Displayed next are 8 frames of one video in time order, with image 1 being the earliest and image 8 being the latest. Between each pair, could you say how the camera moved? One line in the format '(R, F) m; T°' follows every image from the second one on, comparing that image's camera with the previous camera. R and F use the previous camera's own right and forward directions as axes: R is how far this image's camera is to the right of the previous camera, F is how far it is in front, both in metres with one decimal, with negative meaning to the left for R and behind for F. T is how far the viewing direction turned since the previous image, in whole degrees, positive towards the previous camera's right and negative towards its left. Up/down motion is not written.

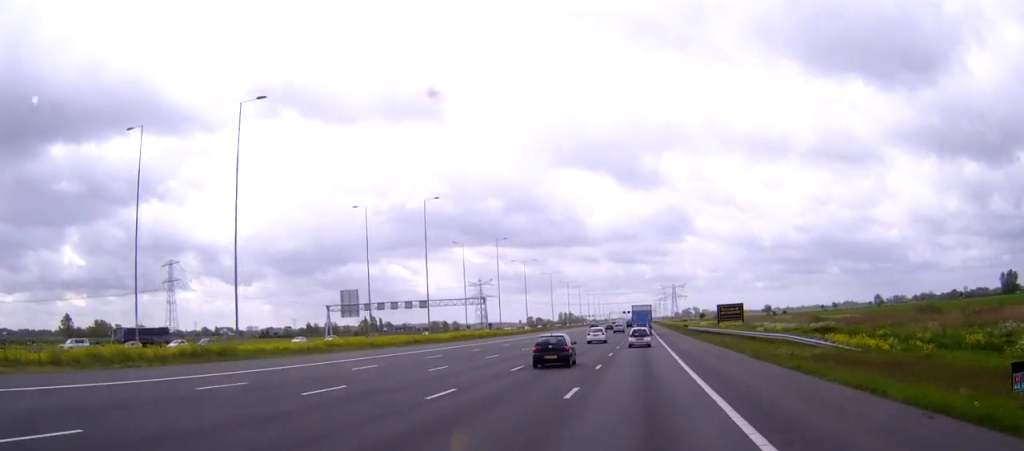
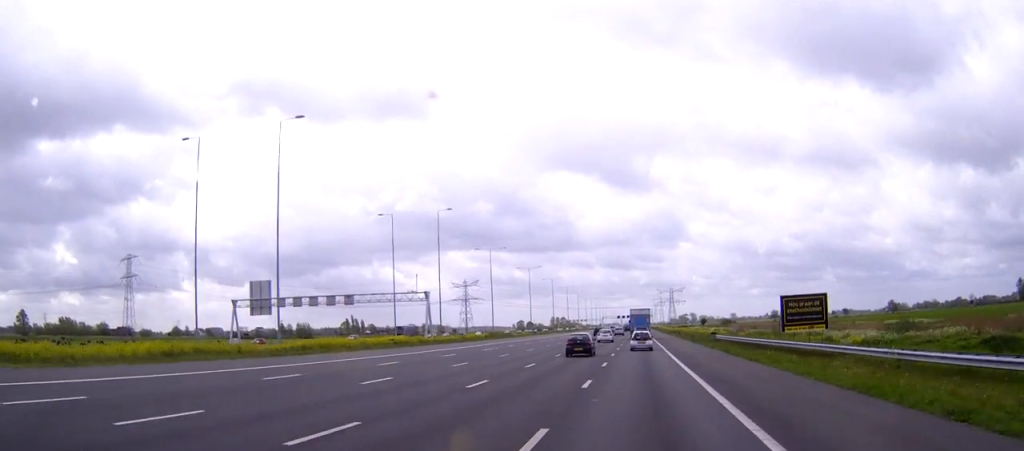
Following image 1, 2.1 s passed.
(+0.1, +43.6) m; +1°
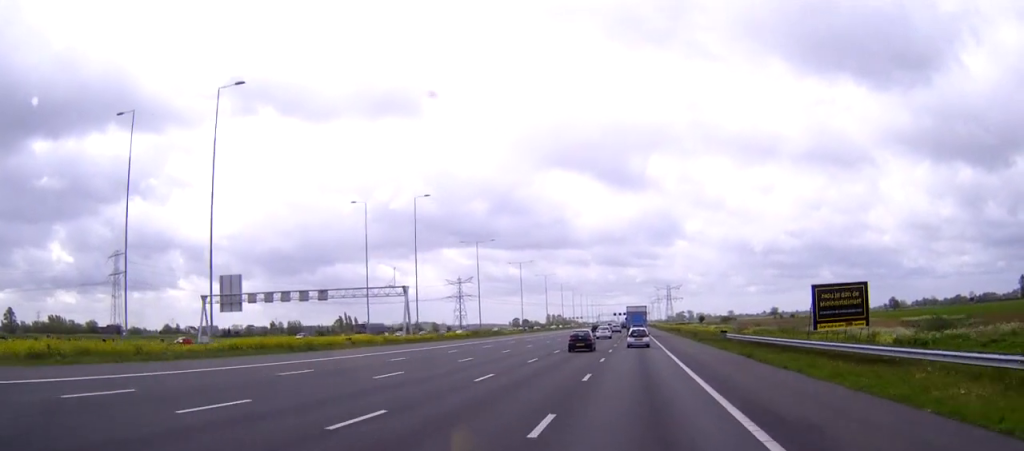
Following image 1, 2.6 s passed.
(0.0, +10.2) m; 0°
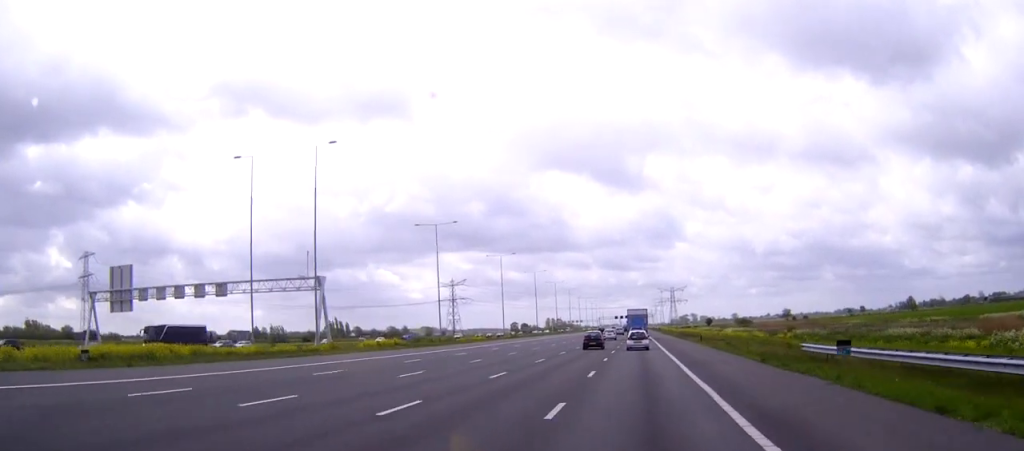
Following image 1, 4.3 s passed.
(0.0, +32.9) m; 0°
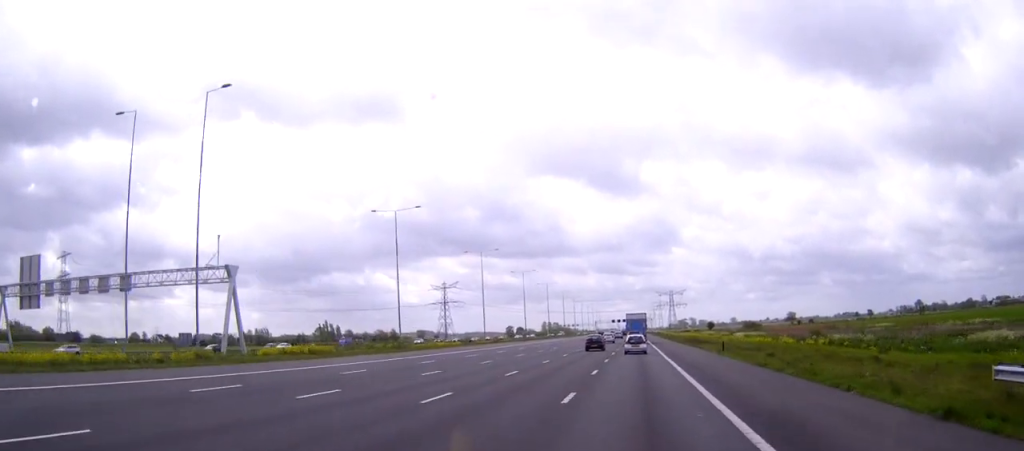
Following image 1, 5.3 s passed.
(0.0, +20.0) m; 0°
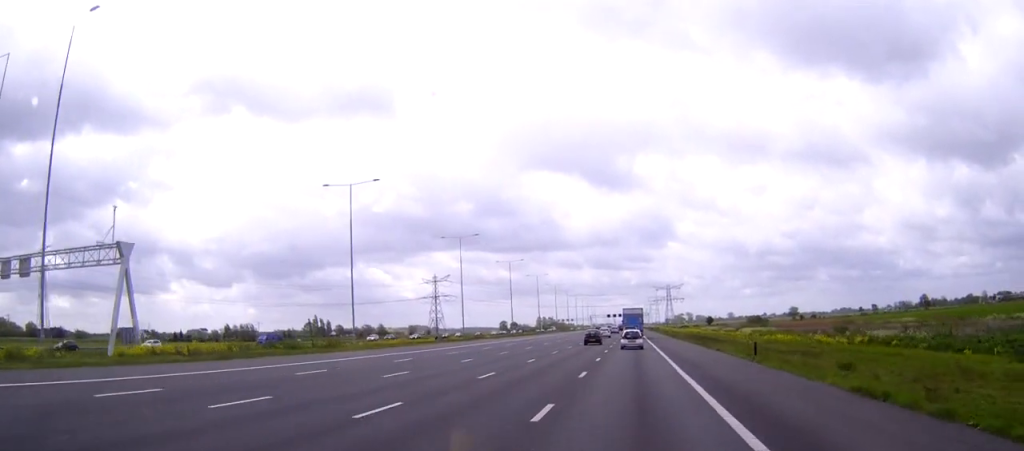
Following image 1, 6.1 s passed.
(0.0, +15.9) m; 0°
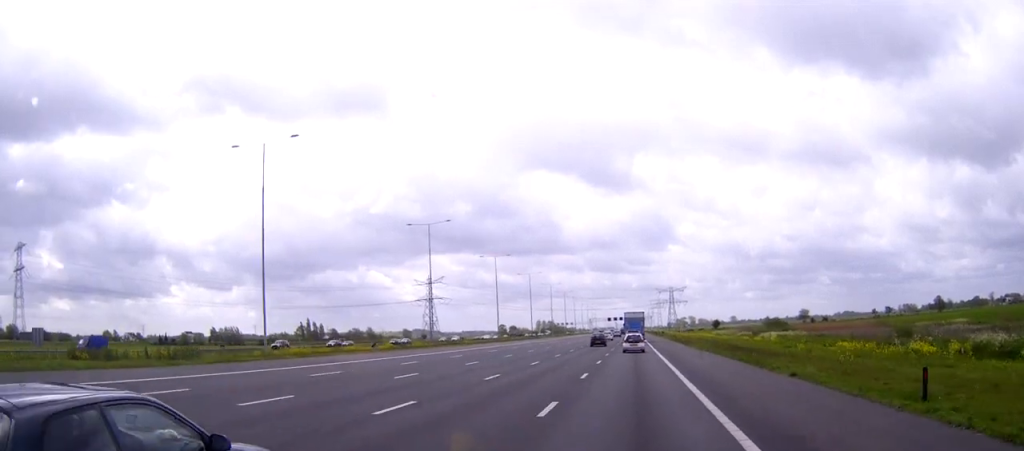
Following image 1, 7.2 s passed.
(0.0, +22.4) m; 0°
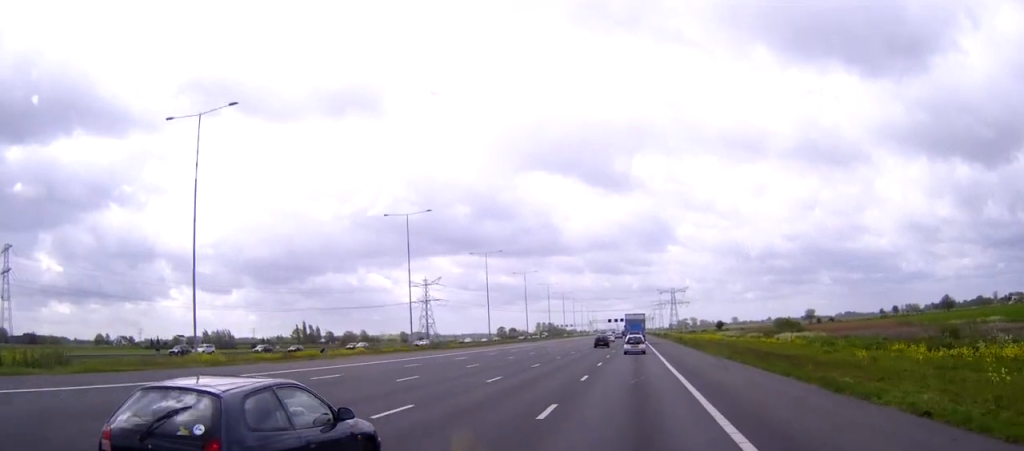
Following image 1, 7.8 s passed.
(0.0, +11.9) m; 0°
